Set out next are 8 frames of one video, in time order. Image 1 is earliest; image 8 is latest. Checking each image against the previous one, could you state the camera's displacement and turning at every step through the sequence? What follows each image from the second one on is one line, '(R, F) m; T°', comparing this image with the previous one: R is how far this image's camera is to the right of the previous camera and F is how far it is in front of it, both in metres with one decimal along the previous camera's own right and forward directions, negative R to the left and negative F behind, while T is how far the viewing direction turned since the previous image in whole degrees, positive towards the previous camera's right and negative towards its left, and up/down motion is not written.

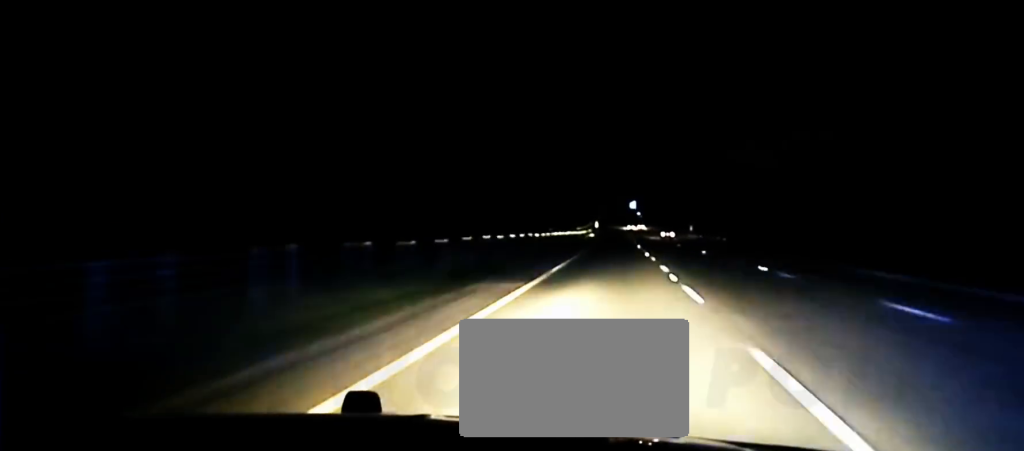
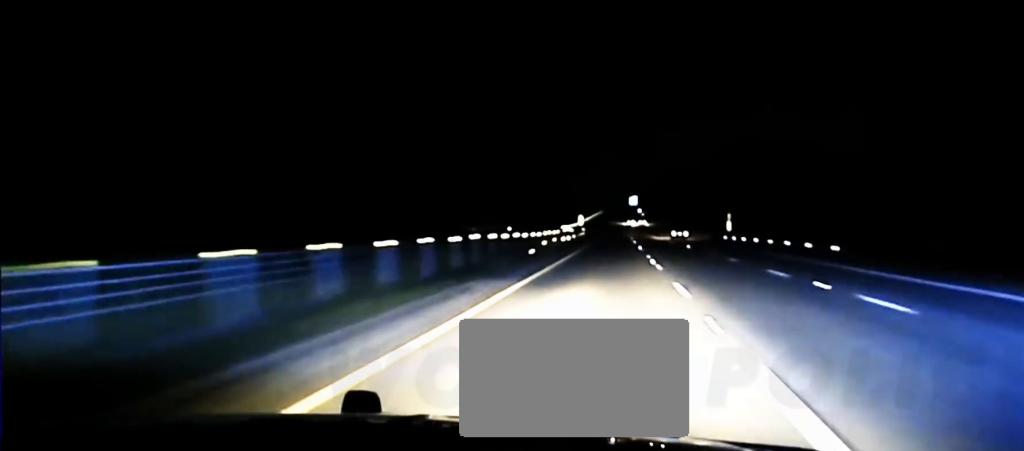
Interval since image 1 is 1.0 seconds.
(-0.2, +64.6) m; 0°
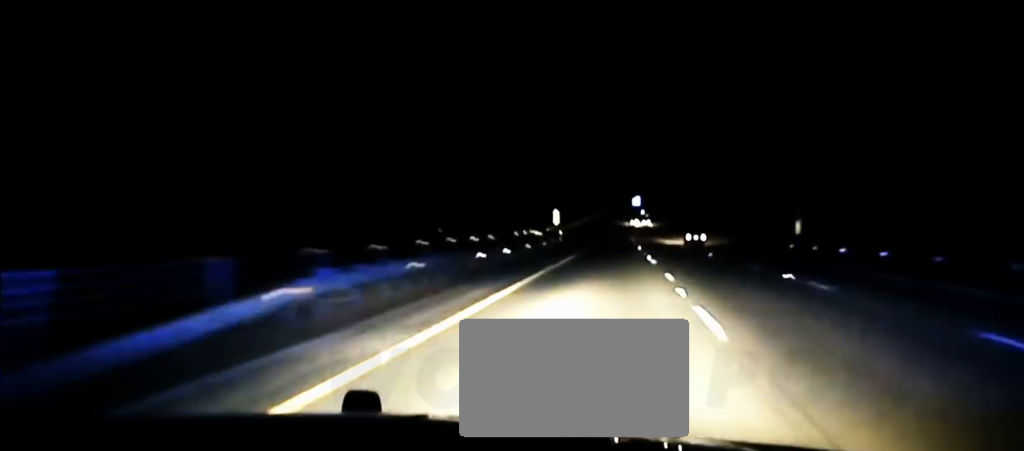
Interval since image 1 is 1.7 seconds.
(0.0, +40.6) m; 0°
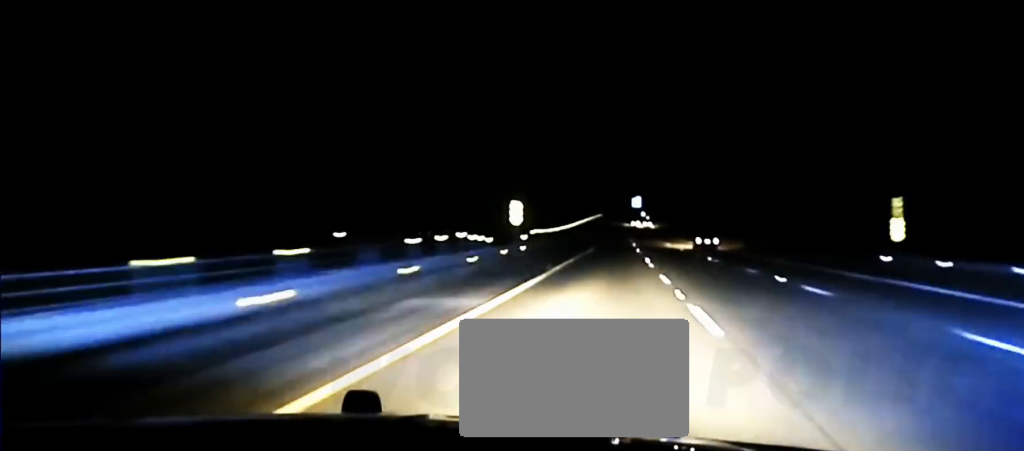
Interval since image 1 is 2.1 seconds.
(0.0, +22.7) m; 0°
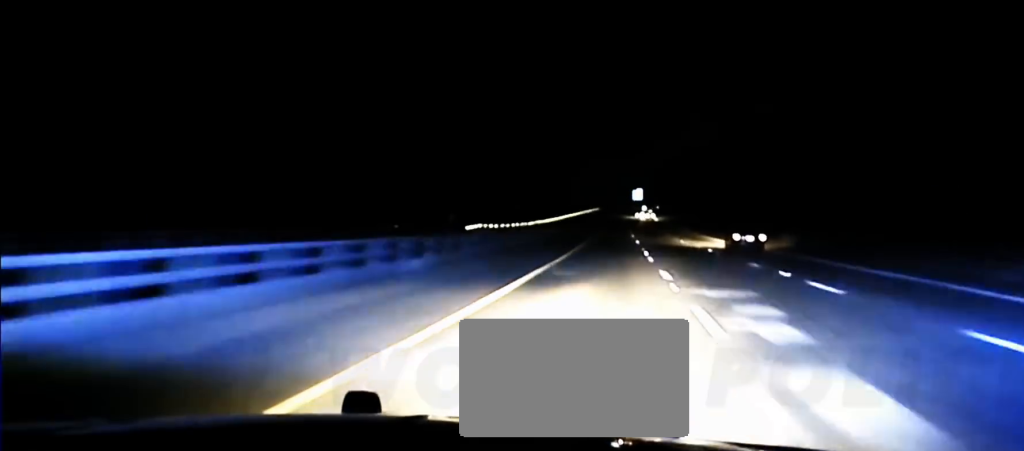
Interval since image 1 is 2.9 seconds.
(+0.2, +42.8) m; 0°
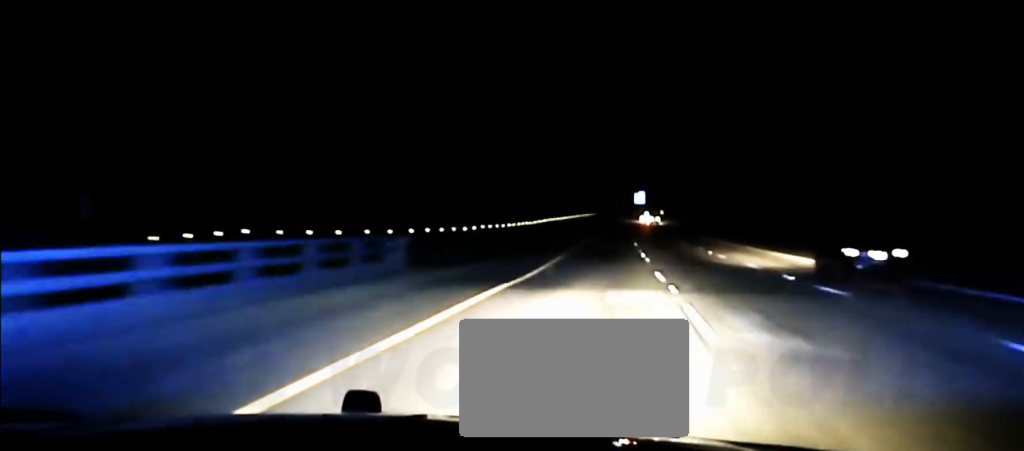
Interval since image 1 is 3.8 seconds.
(0.0, +42.5) m; 0°
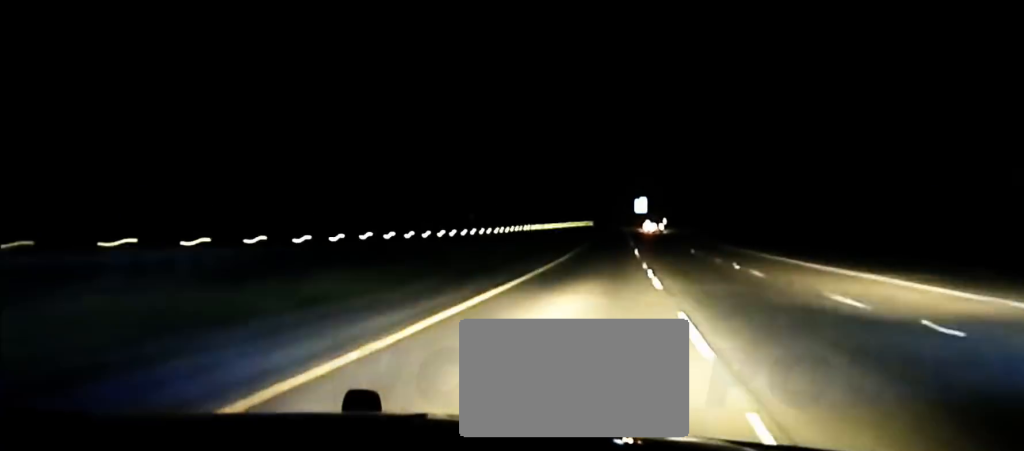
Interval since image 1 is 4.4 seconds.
(0.0, +33.8) m; 0°
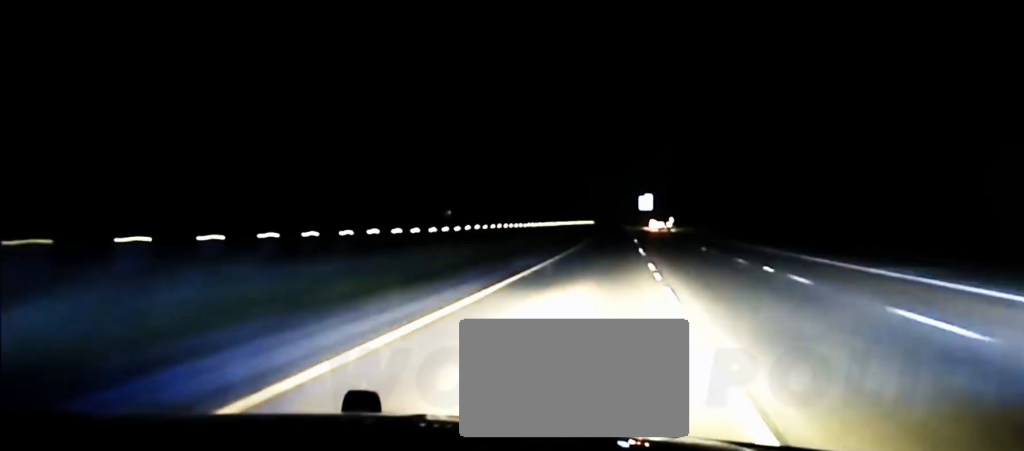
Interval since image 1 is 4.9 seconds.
(0.0, +29.4) m; 0°
